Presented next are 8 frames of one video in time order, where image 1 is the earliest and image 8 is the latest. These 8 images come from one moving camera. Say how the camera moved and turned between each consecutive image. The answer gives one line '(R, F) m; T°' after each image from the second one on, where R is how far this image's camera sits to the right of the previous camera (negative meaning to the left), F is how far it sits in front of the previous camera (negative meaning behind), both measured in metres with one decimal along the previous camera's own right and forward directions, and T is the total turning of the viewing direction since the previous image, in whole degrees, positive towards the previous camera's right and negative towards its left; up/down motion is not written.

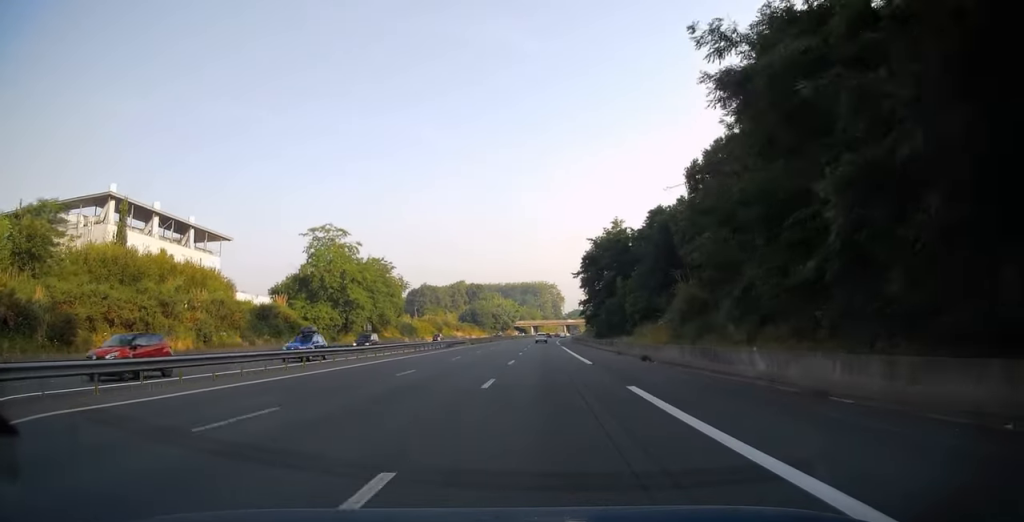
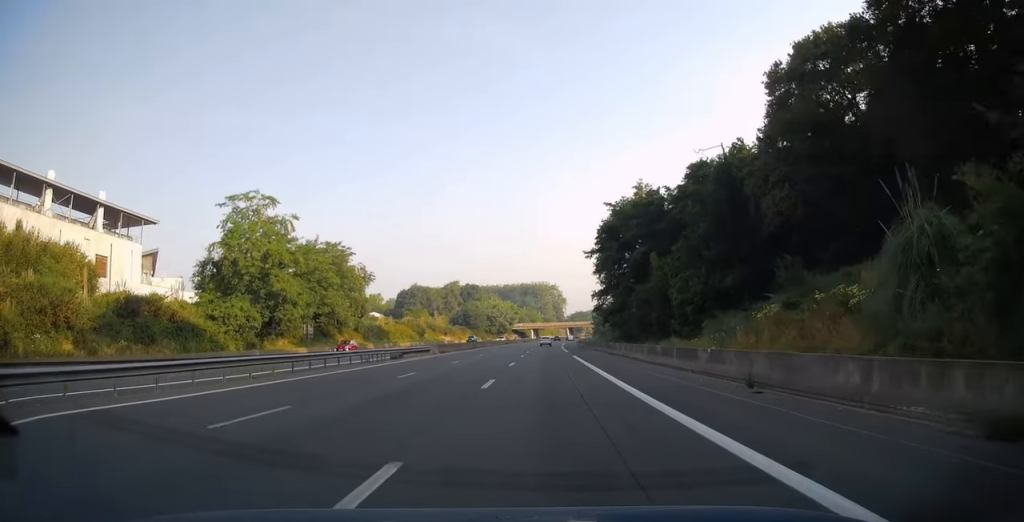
(-0.1, +25.2) m; 0°
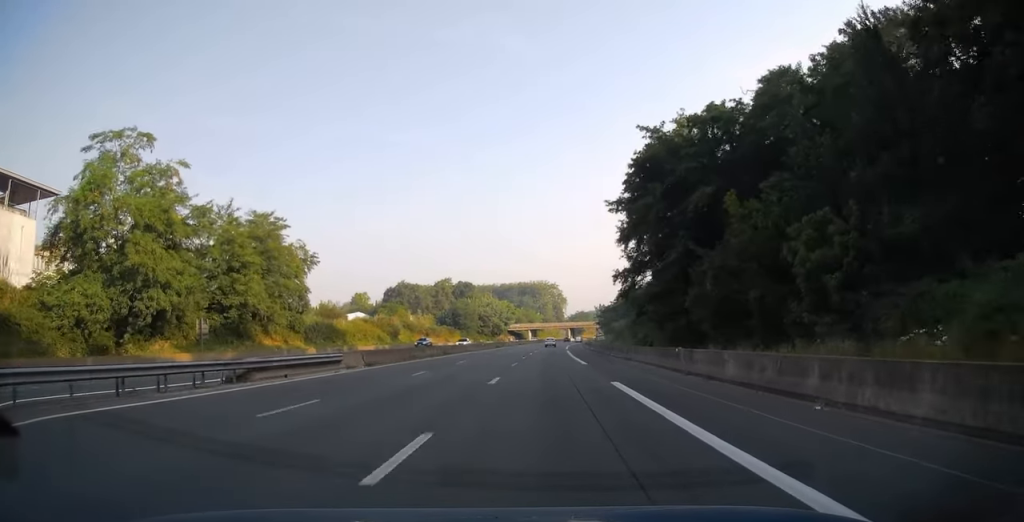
(+0.1, +23.7) m; 0°
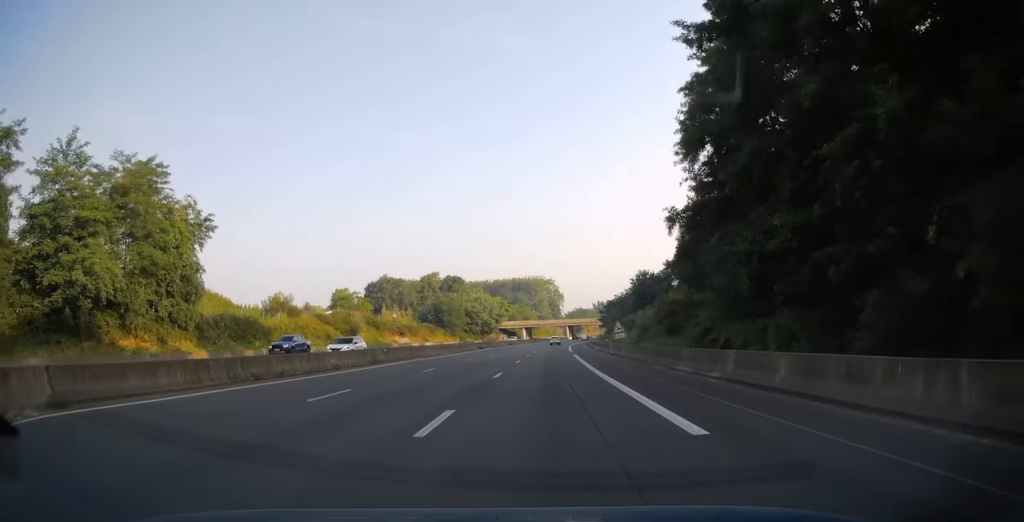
(+0.1, +23.2) m; 0°
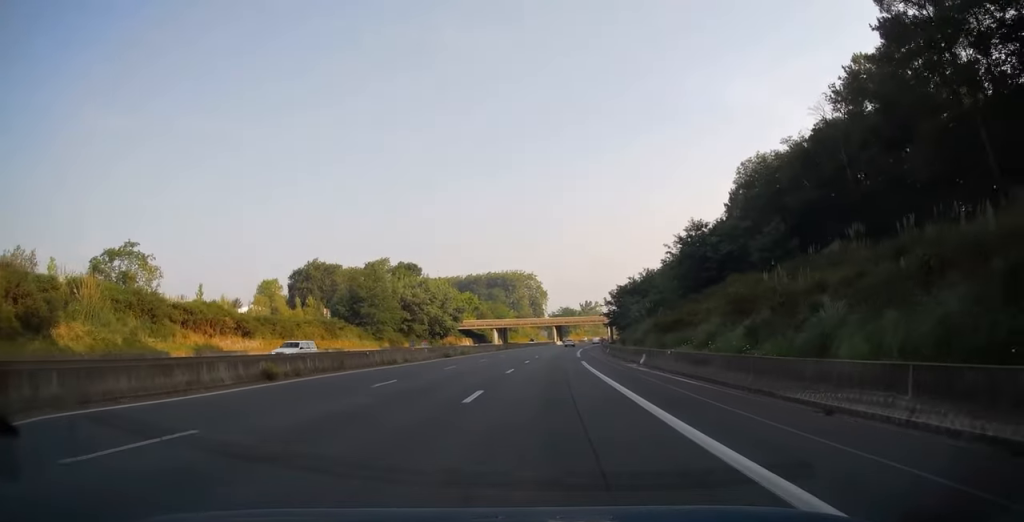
(+1.0, +59.6) m; +2°
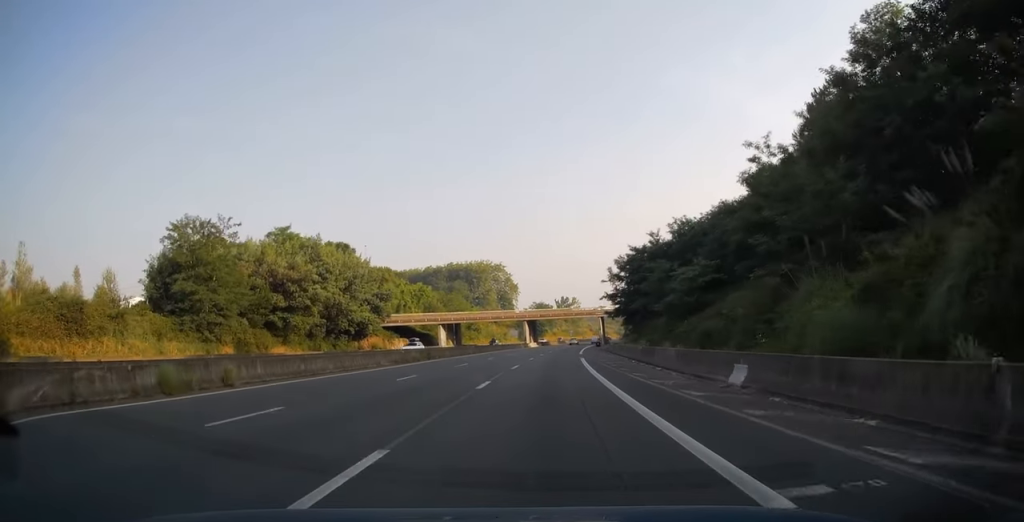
(+0.9, +47.5) m; +3°
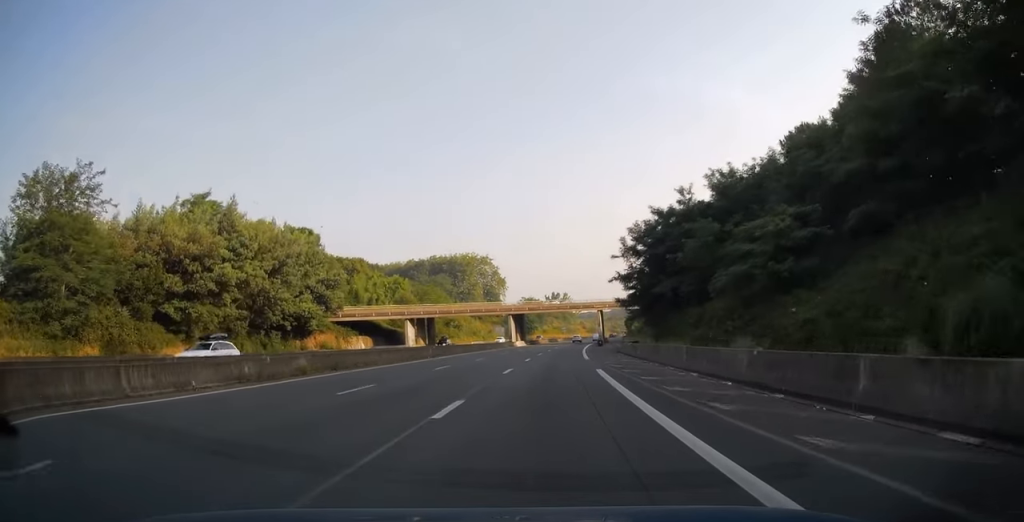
(+0.4, +19.7) m; +1°
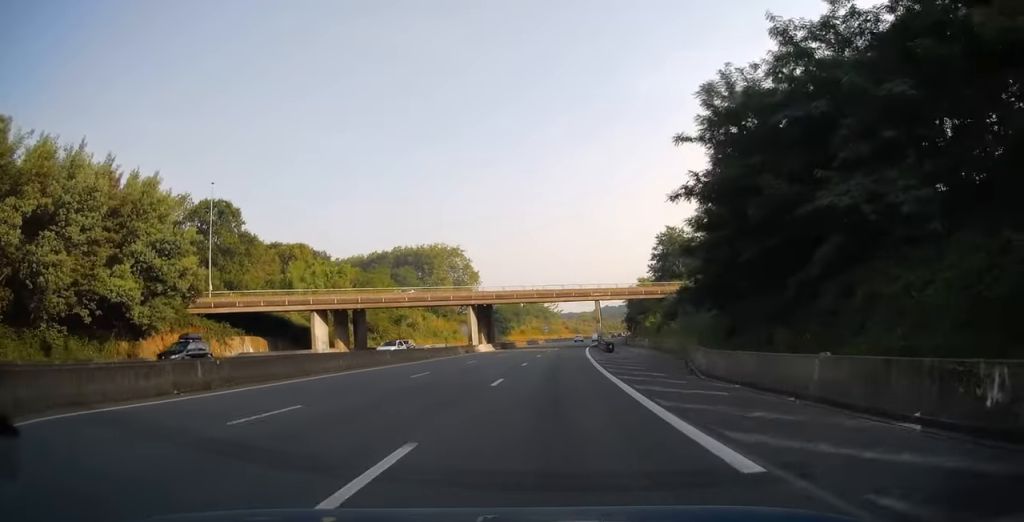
(+0.5, +31.6) m; +2°
